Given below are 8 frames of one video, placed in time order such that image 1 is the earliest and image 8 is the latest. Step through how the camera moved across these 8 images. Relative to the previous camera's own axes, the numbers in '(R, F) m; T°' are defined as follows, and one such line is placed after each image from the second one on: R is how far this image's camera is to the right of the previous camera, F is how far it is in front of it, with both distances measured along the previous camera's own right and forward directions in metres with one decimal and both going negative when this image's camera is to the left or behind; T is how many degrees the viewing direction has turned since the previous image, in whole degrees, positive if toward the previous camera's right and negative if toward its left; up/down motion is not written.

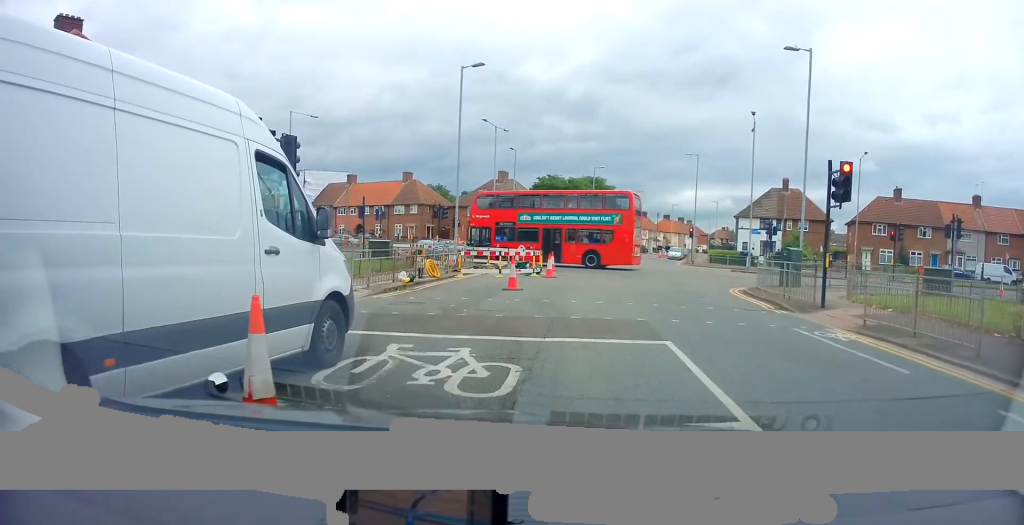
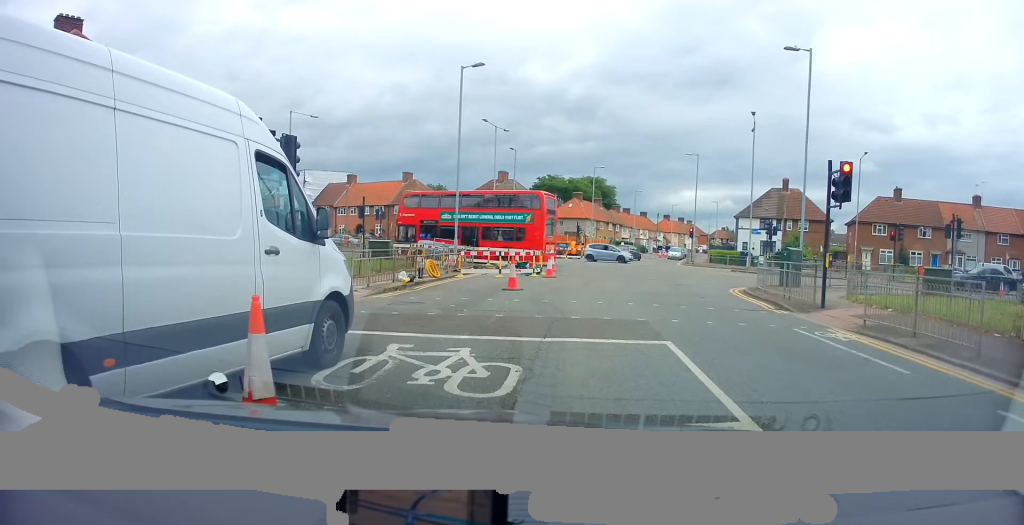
(0.0, 0.0) m; 0°
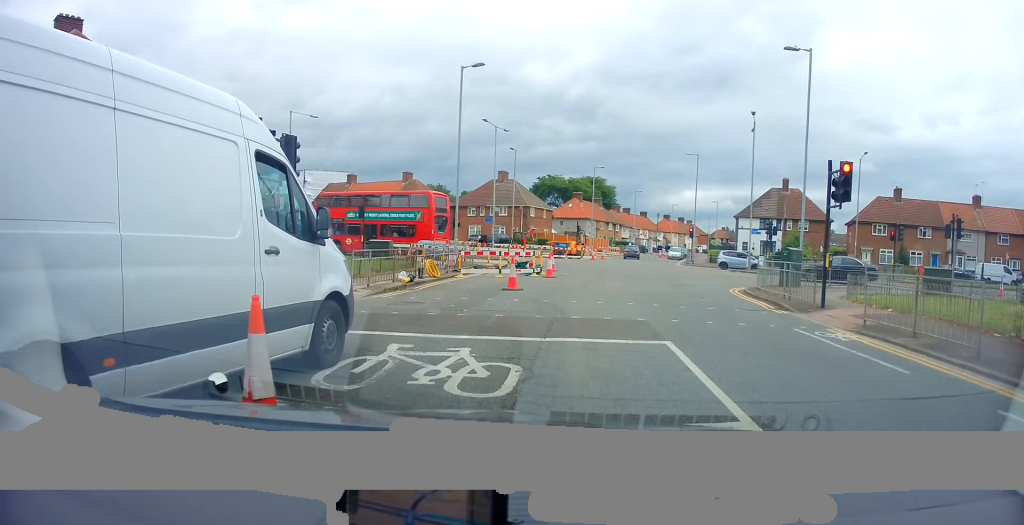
(0.0, 0.0) m; 0°
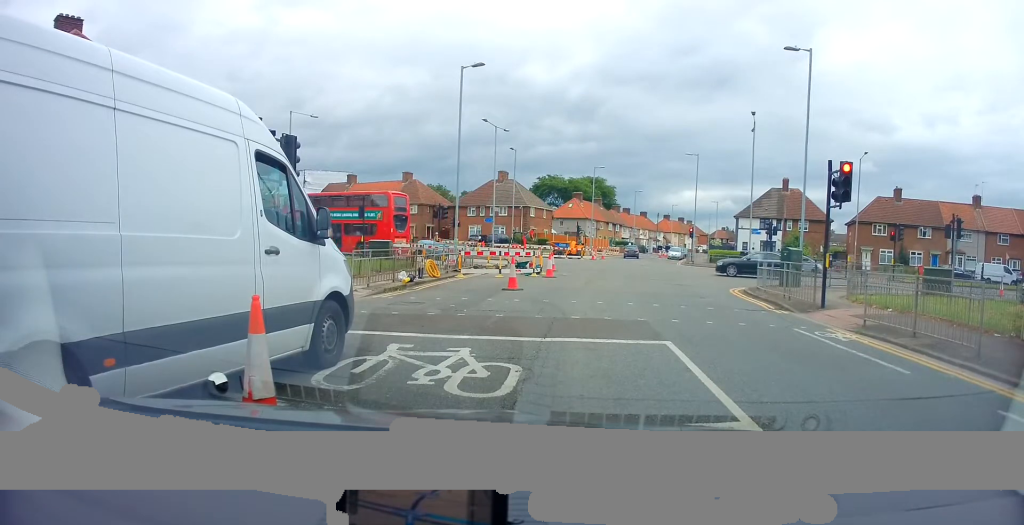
(0.0, 0.0) m; 0°
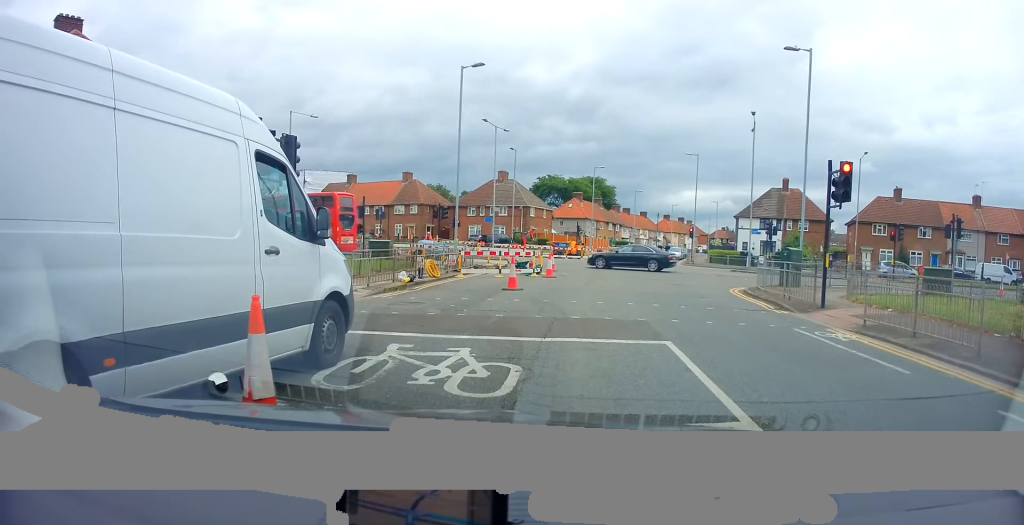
(0.0, 0.0) m; 0°
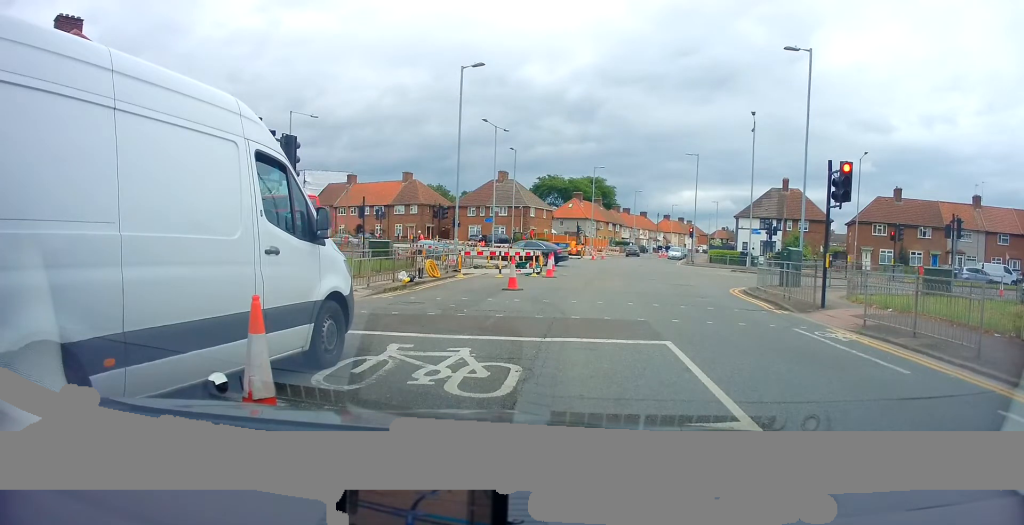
(0.0, 0.0) m; 0°
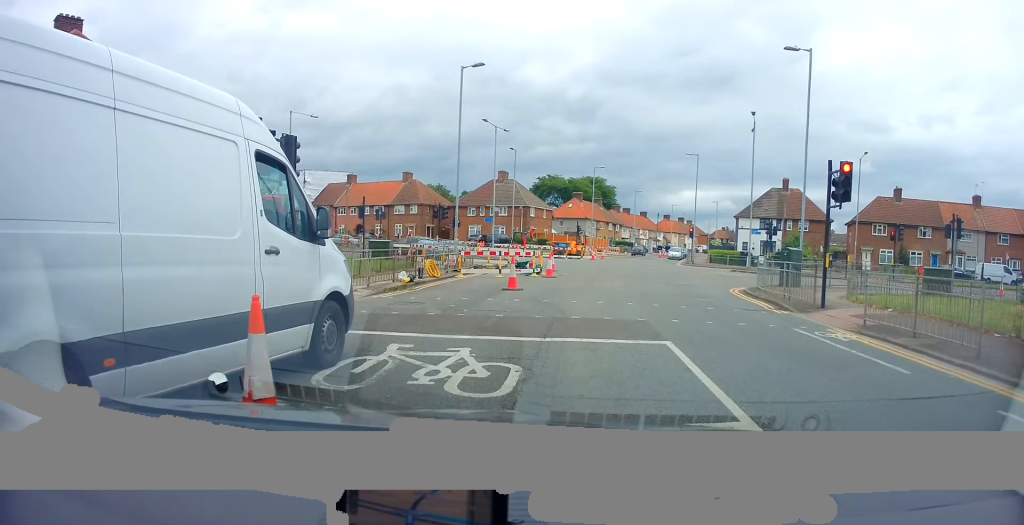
(0.0, 0.0) m; 0°
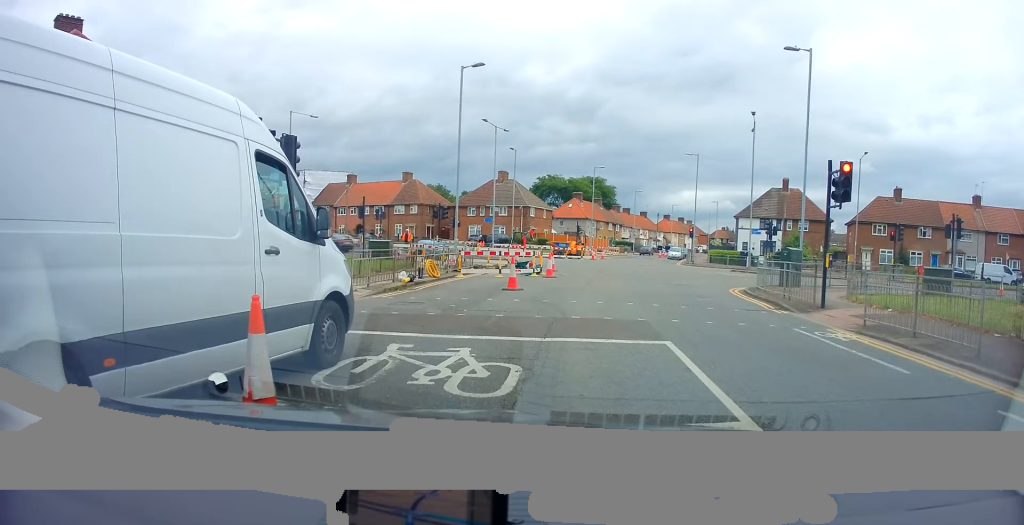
(0.0, 0.0) m; 0°
